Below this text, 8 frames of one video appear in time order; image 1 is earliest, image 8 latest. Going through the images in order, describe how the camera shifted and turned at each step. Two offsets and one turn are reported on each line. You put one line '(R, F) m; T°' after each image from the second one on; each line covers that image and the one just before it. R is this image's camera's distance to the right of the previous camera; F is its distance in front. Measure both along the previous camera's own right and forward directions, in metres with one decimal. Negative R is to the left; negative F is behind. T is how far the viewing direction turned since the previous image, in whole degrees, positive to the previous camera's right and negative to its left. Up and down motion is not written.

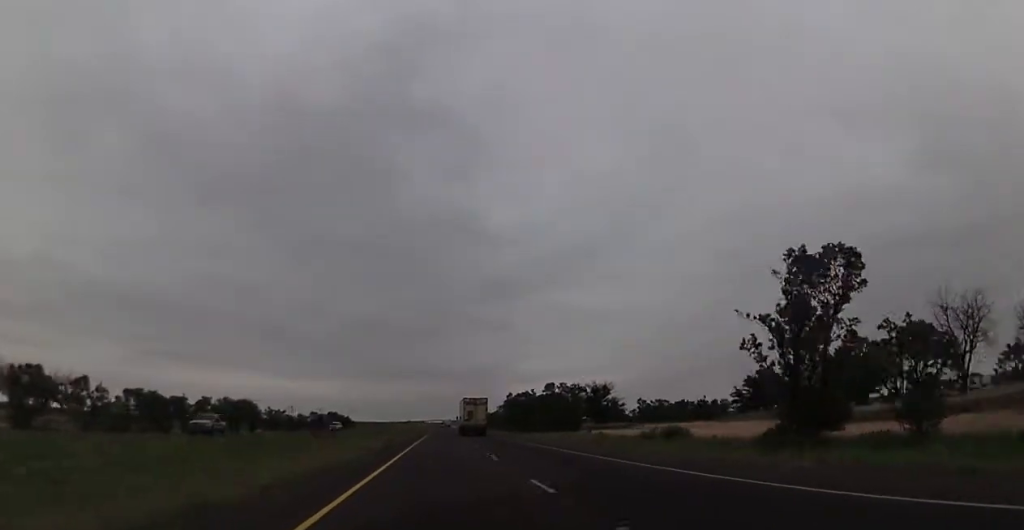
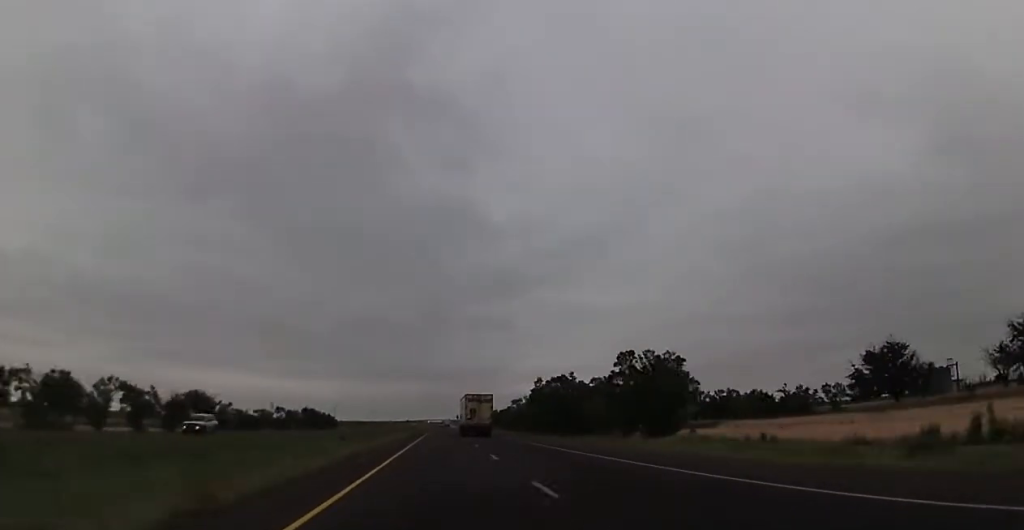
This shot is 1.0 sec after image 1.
(+0.3, +37.1) m; 0°
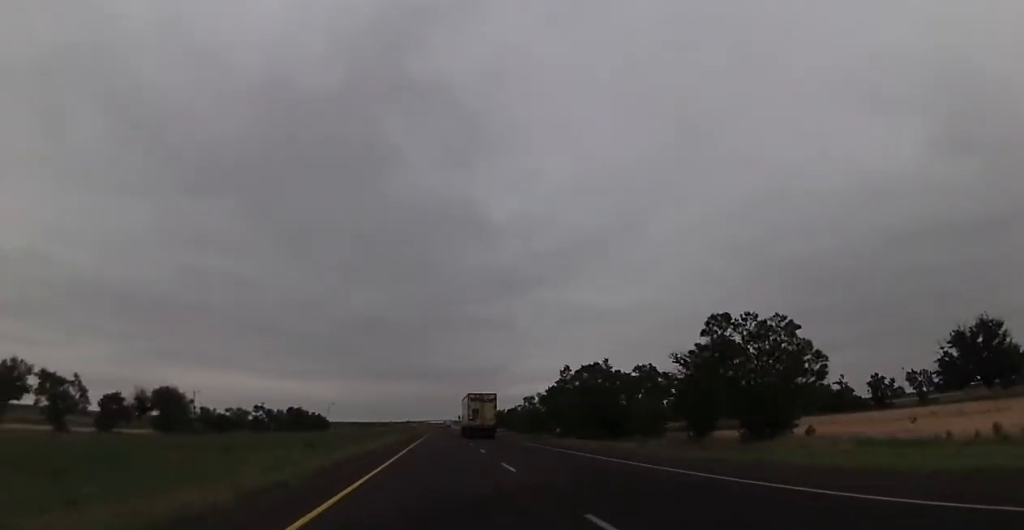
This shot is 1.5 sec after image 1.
(+0.1, +17.3) m; 0°
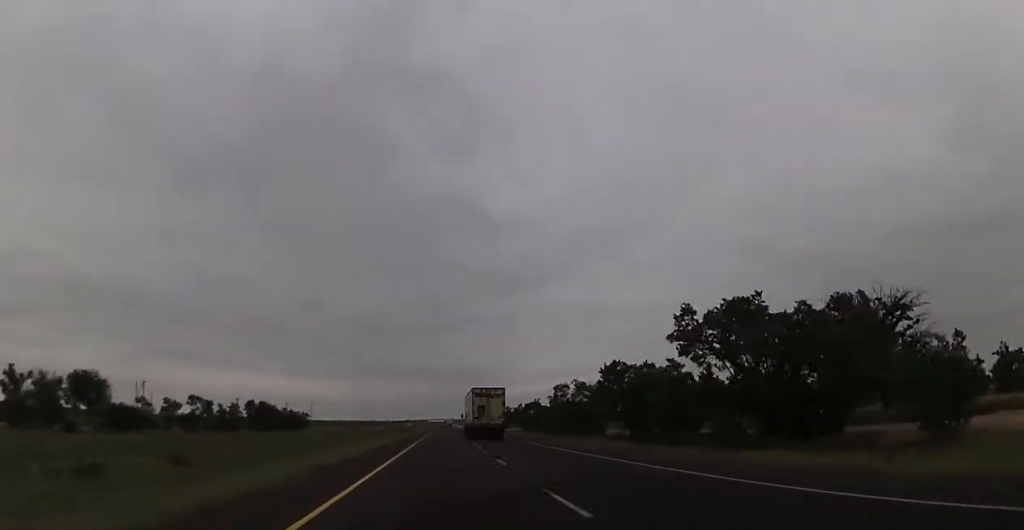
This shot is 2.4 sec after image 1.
(-0.1, +33.3) m; -1°
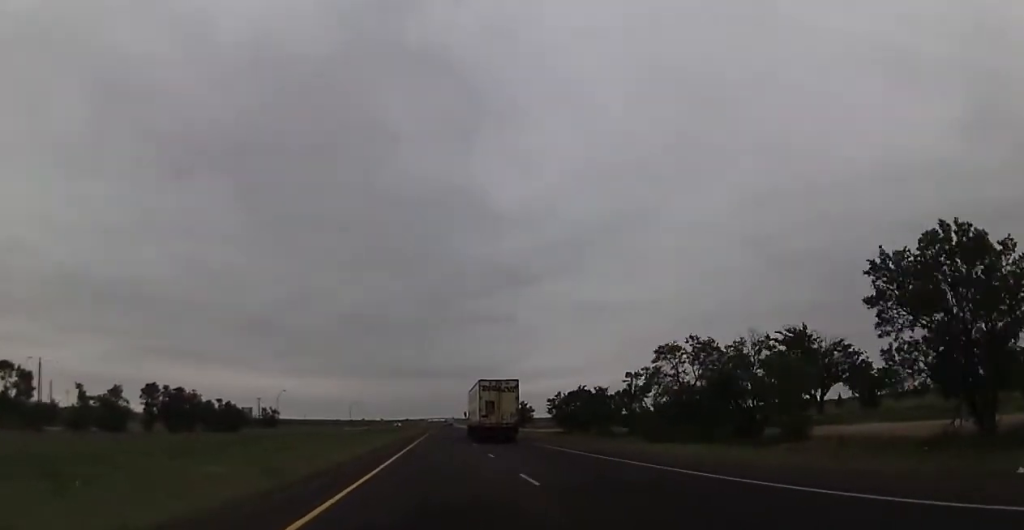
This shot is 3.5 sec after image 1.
(-0.2, +43.3) m; 0°
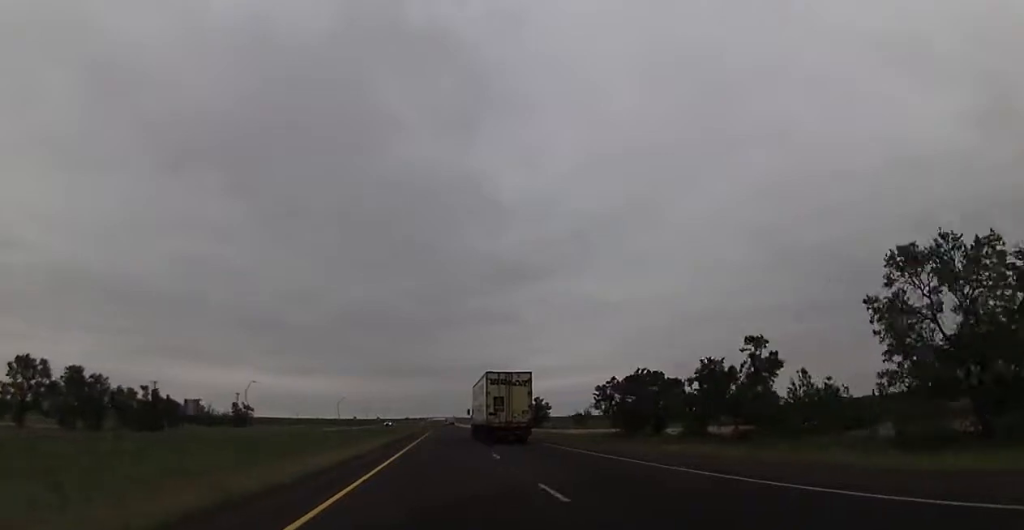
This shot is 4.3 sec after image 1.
(+0.3, +27.3) m; +1°
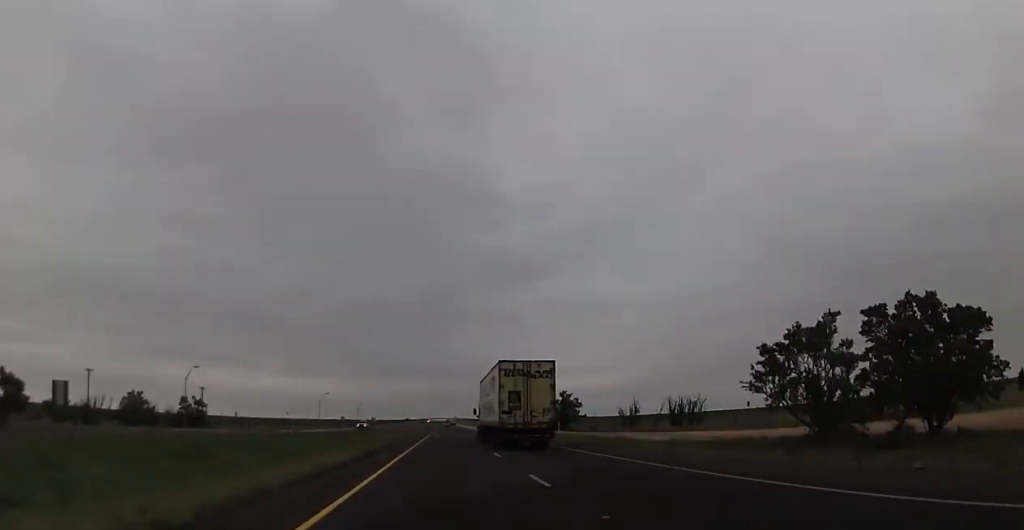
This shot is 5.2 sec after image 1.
(0.0, +33.4) m; 0°
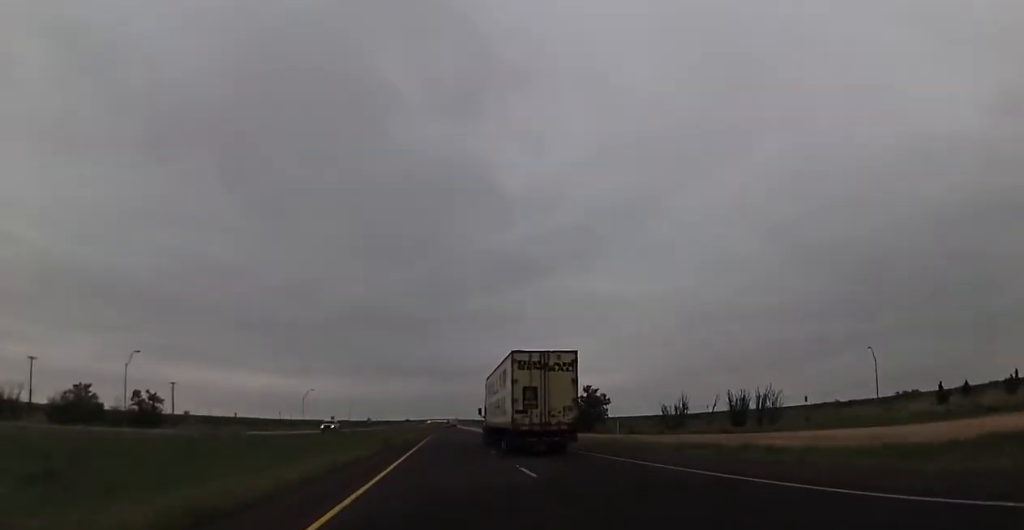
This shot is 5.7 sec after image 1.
(-0.2, +21.0) m; 0°
